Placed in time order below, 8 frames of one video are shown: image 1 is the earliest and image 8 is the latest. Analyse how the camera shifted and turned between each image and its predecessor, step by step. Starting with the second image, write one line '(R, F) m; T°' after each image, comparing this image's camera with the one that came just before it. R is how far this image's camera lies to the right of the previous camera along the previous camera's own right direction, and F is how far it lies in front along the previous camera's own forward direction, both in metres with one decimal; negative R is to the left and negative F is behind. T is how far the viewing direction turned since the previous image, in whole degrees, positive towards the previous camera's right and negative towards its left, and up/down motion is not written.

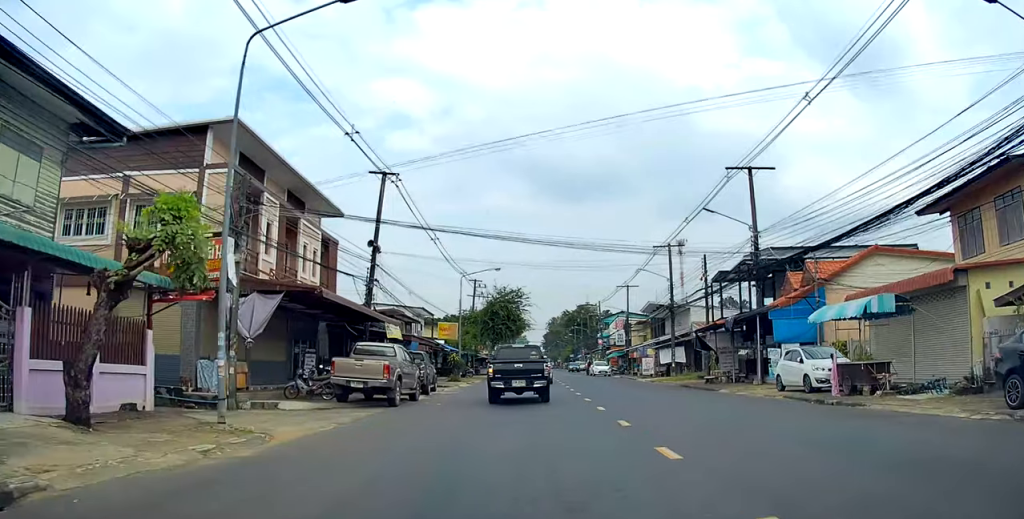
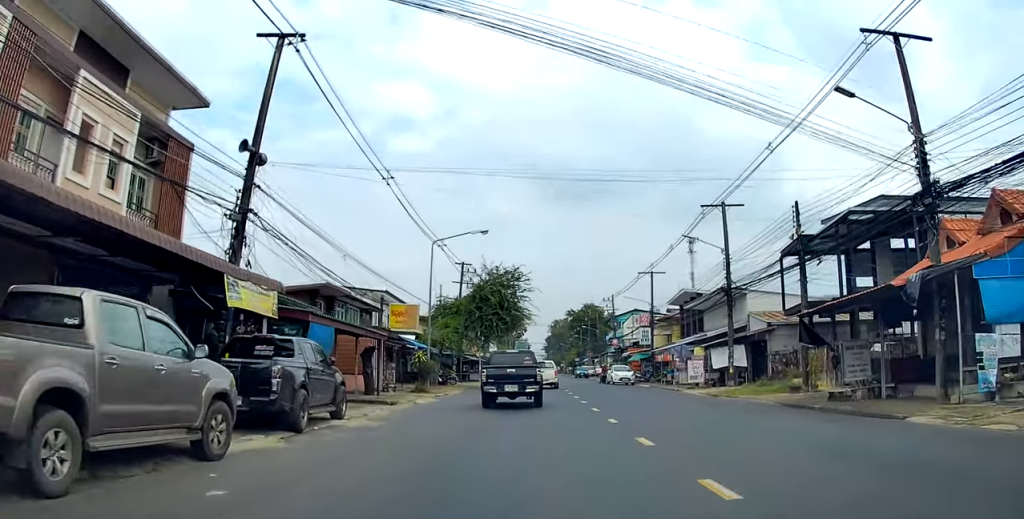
(-0.1, +13.9) m; -1°
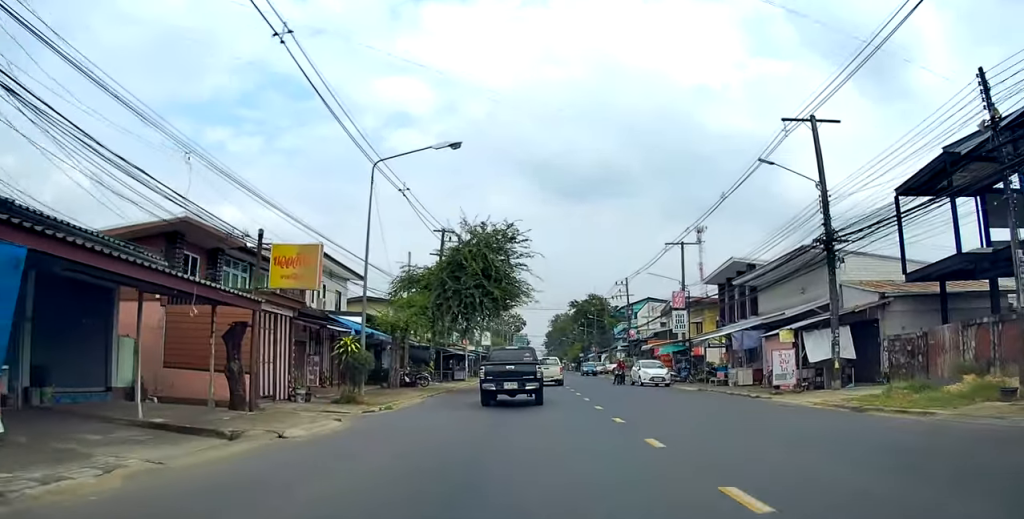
(-0.1, +12.1) m; -1°
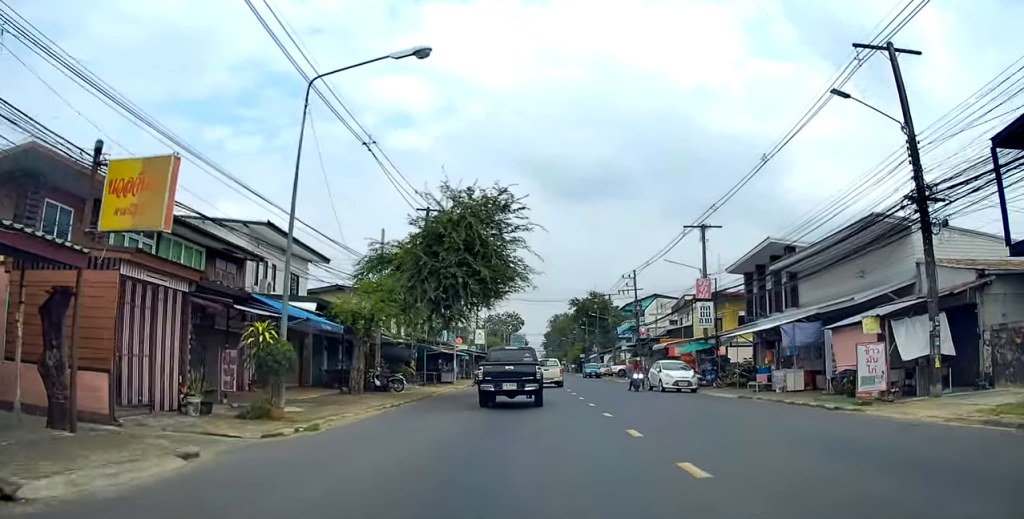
(-0.1, +6.3) m; -1°
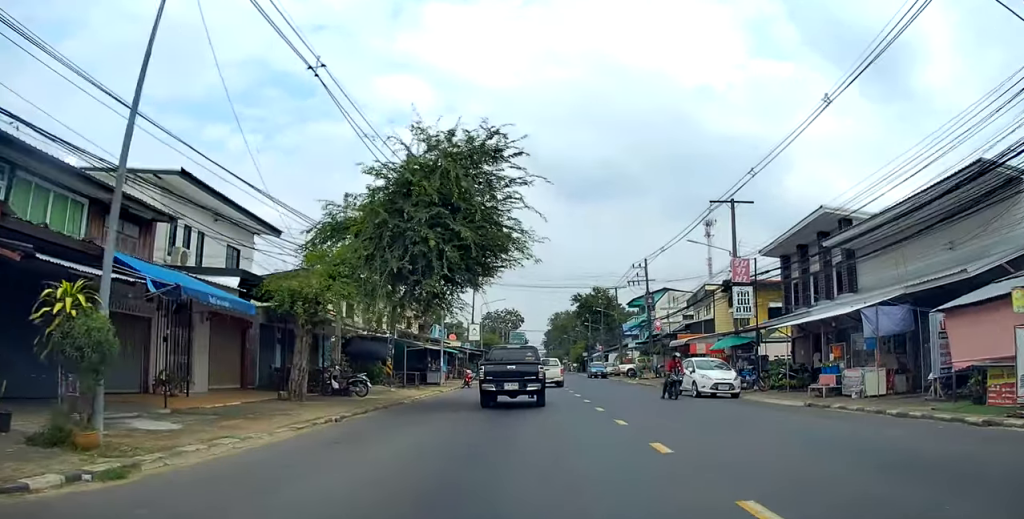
(+0.2, +6.2) m; -1°
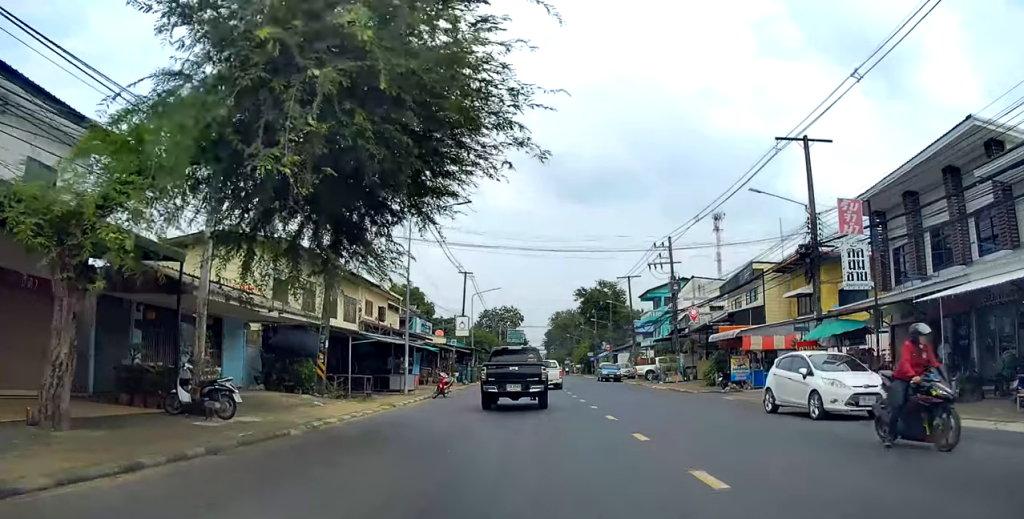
(-0.4, +10.1) m; -2°
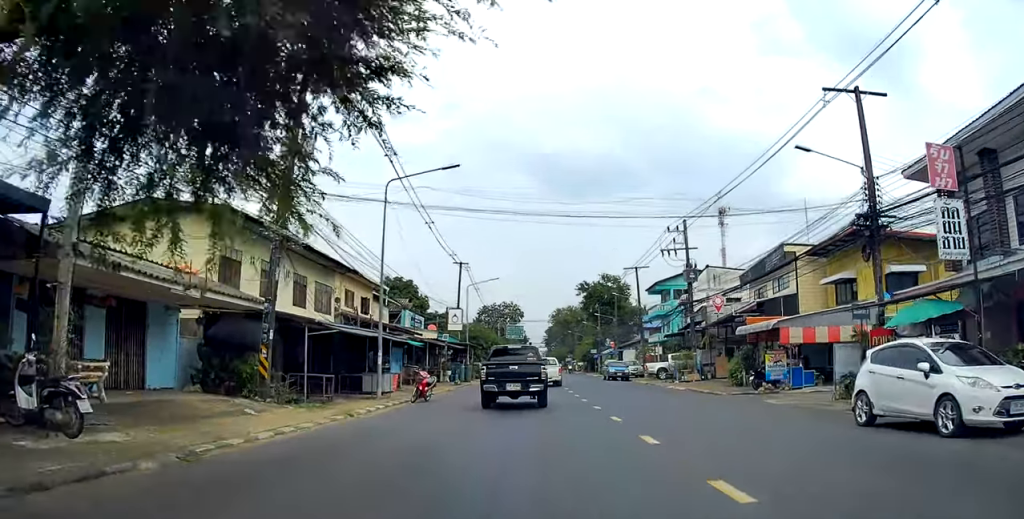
(0.0, +4.9) m; 0°
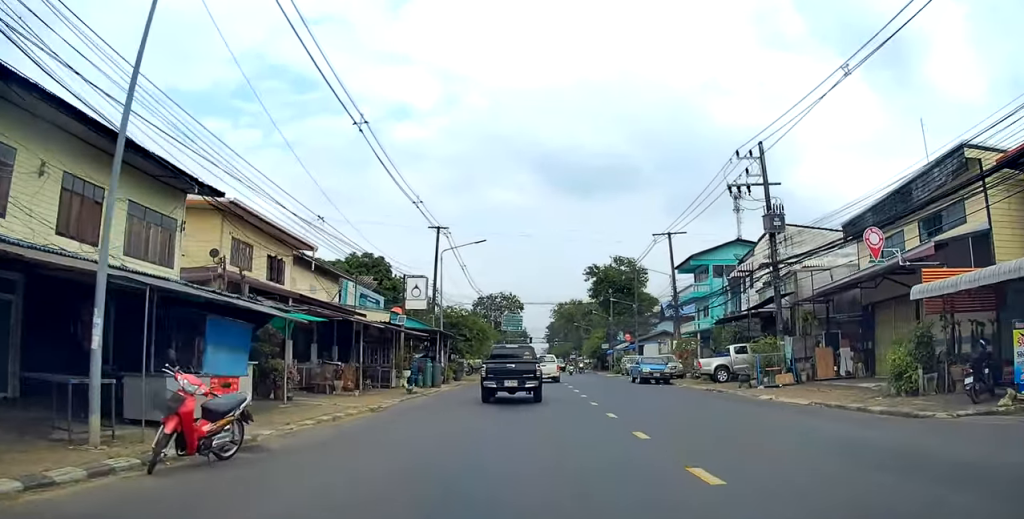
(+0.3, +15.3) m; +2°
